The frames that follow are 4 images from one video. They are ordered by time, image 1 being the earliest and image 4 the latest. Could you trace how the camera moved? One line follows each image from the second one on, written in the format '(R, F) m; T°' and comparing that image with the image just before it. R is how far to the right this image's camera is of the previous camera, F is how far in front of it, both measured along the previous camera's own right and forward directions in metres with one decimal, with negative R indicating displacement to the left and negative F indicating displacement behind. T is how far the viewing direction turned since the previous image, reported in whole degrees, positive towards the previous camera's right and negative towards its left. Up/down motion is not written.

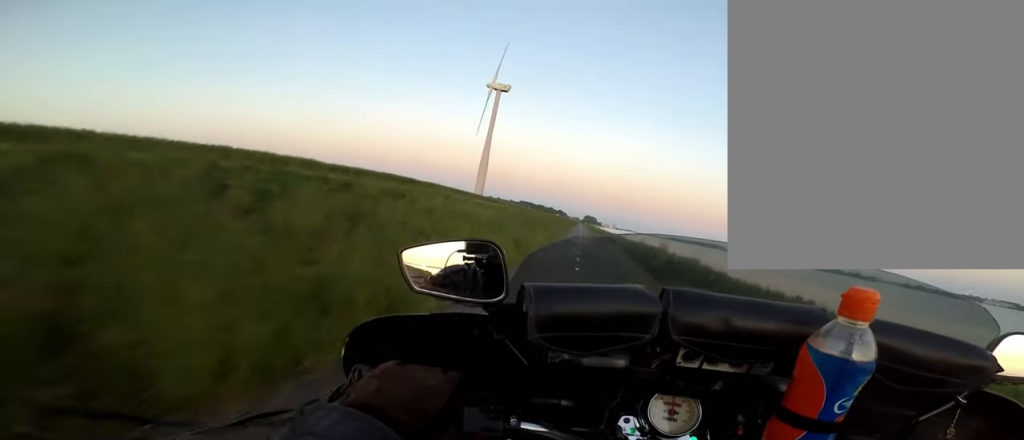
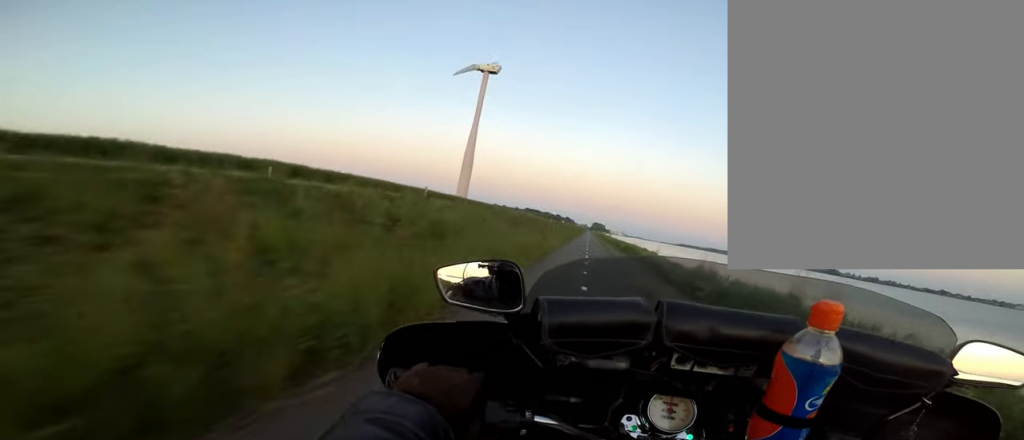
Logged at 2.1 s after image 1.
(+0.1, +32.7) m; +4°
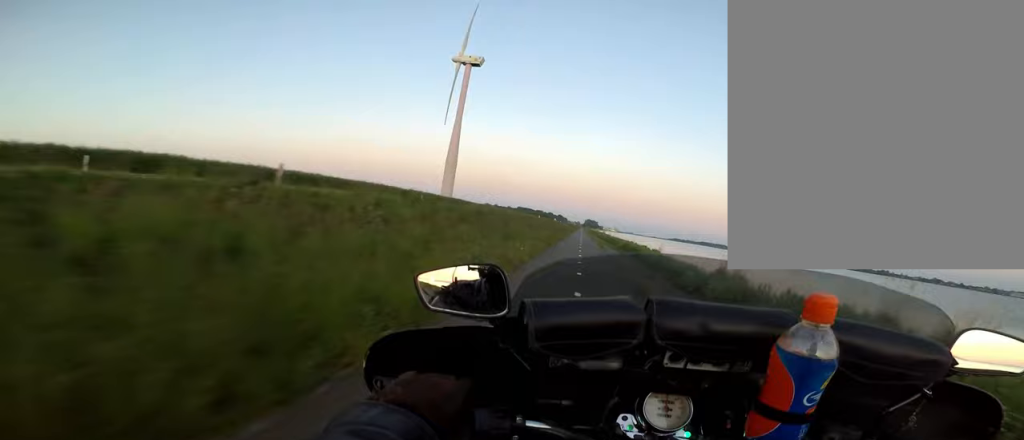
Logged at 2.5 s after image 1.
(0.0, +7.1) m; -1°
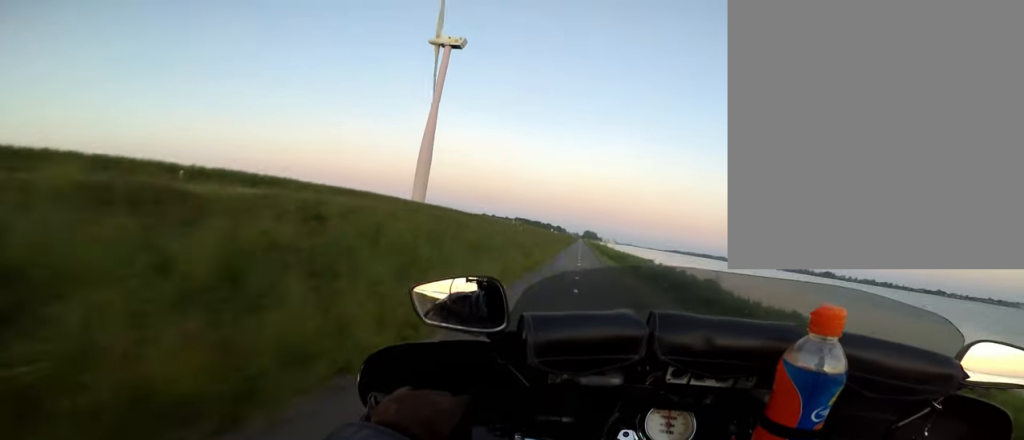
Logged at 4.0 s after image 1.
(-0.4, +21.3) m; -4°
